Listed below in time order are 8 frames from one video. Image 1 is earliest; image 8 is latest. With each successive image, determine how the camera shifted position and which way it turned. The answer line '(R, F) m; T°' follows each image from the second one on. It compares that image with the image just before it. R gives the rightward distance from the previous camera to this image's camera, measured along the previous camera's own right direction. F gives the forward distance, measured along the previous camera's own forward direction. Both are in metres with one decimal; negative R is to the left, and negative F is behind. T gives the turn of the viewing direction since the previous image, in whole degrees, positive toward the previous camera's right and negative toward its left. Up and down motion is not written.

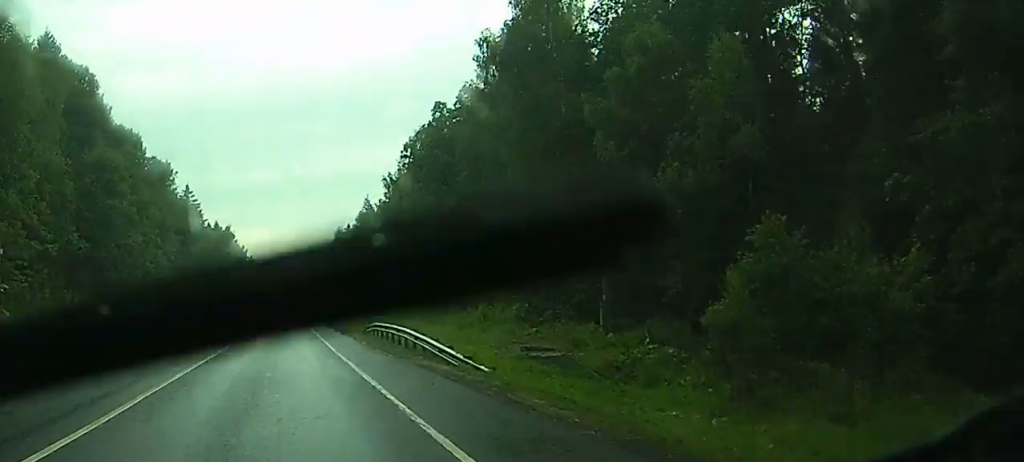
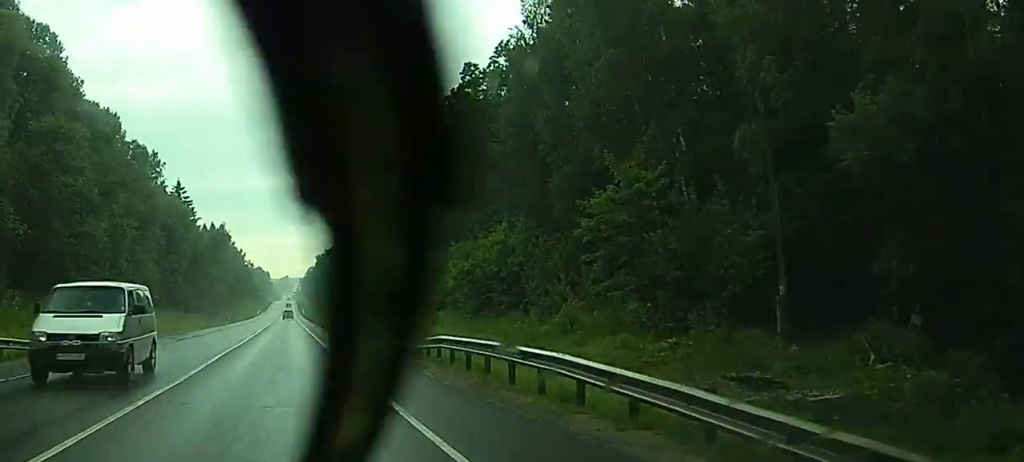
(-0.1, +16.9) m; 0°
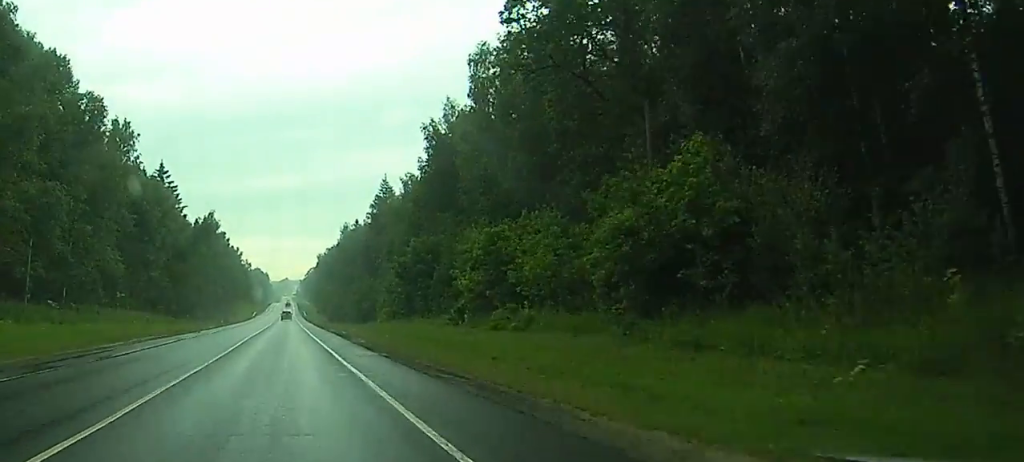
(+0.1, +26.7) m; 0°
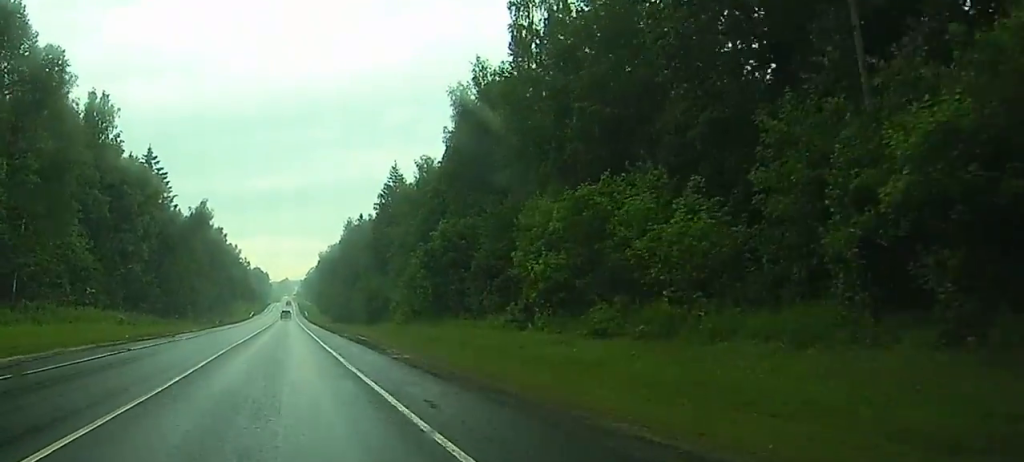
(0.0, +16.0) m; 0°
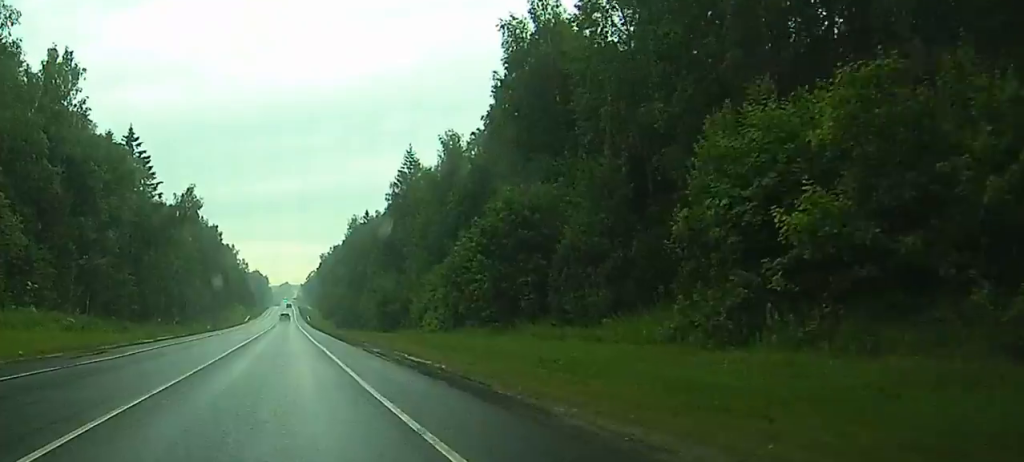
(0.0, +20.5) m; 0°
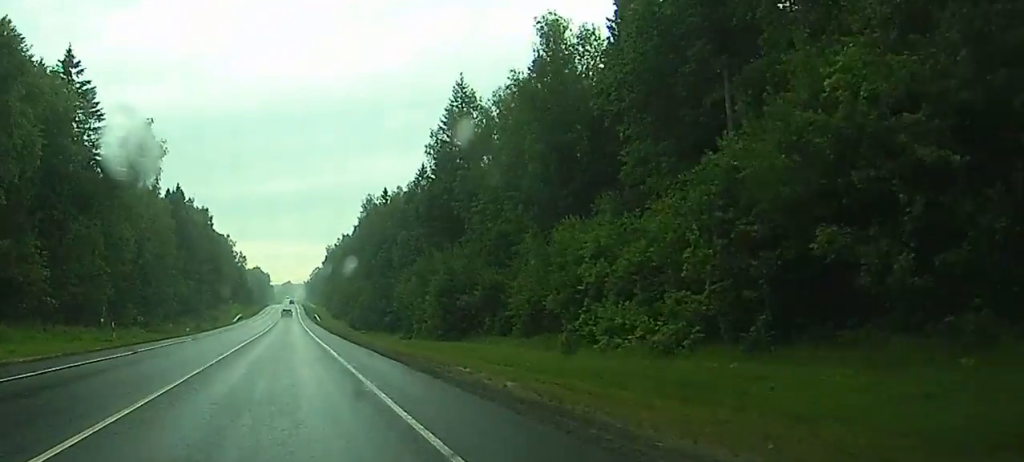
(+0.1, +43.1) m; 0°
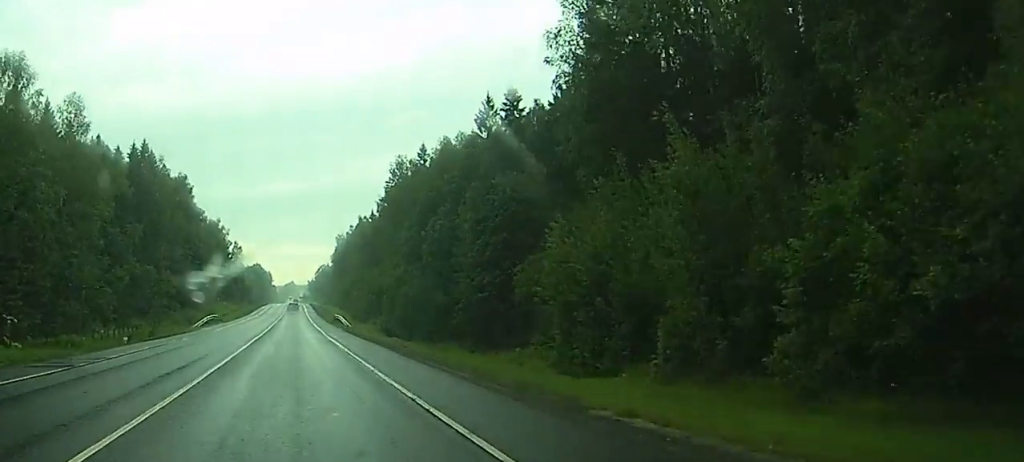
(-0.2, +56.8) m; 0°
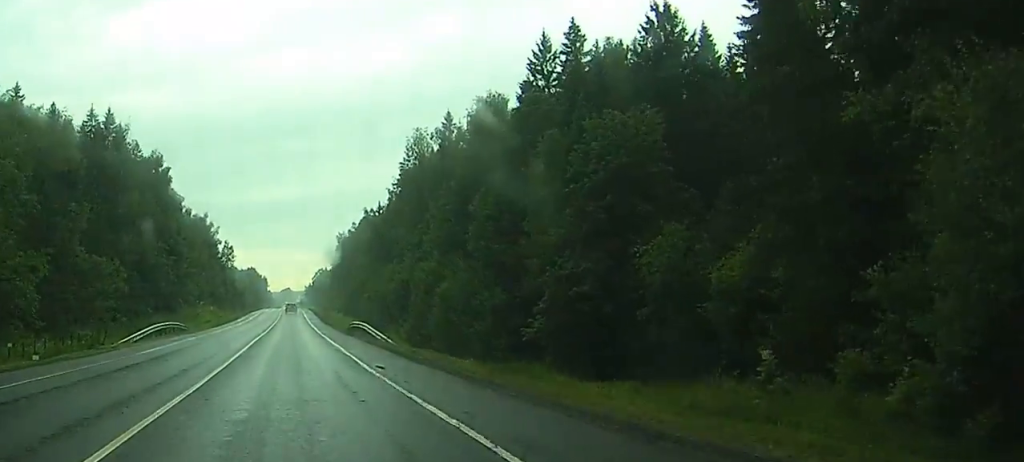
(+0.1, +29.8) m; 0°
